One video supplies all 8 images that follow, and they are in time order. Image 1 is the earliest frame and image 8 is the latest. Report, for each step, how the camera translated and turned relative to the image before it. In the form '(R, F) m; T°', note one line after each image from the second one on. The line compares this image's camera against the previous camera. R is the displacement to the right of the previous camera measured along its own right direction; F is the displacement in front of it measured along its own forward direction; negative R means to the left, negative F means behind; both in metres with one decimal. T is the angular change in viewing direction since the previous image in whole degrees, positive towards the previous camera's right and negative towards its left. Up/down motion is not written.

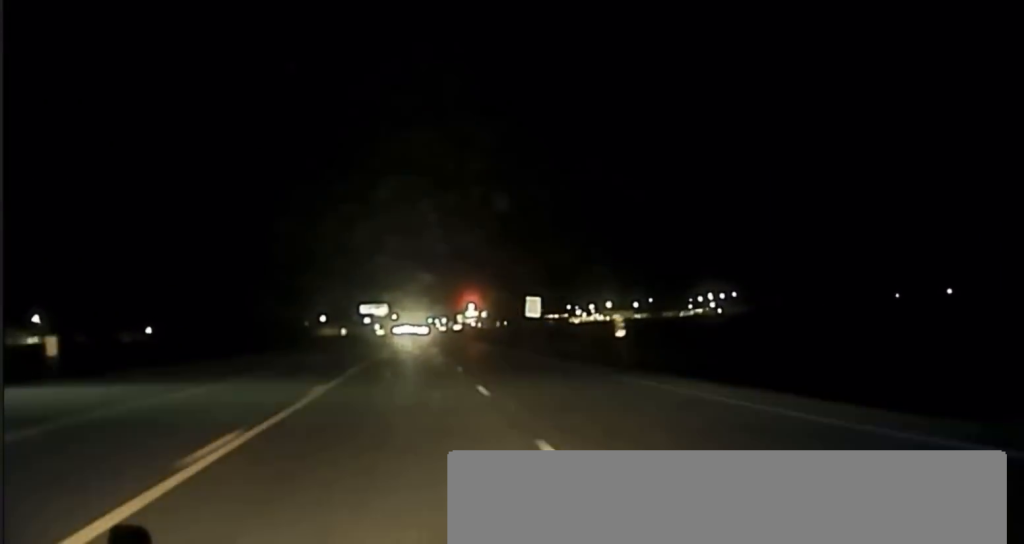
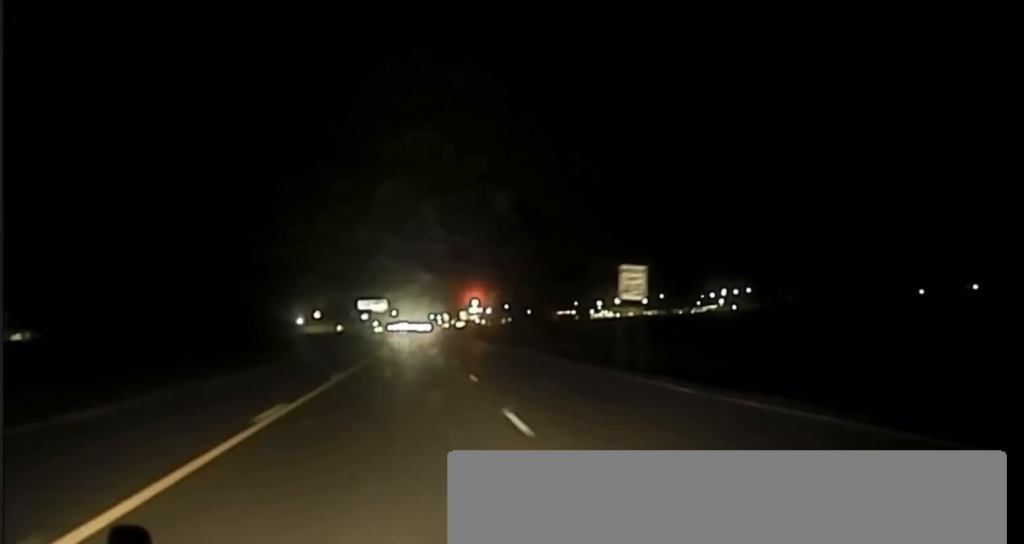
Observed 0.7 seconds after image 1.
(0.0, +32.4) m; 0°
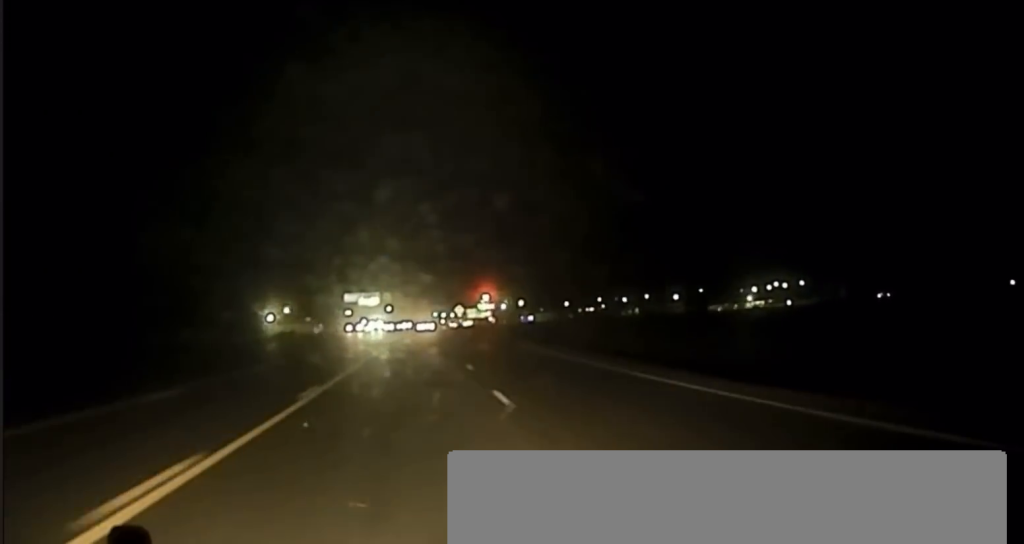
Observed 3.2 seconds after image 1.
(0.0, +114.6) m; 0°
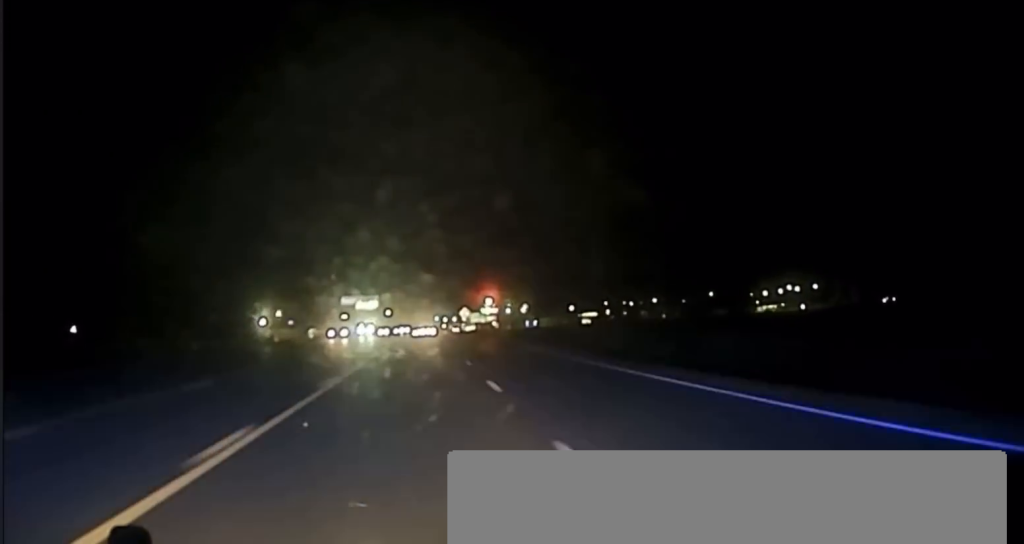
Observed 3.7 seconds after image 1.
(0.0, +21.4) m; 0°
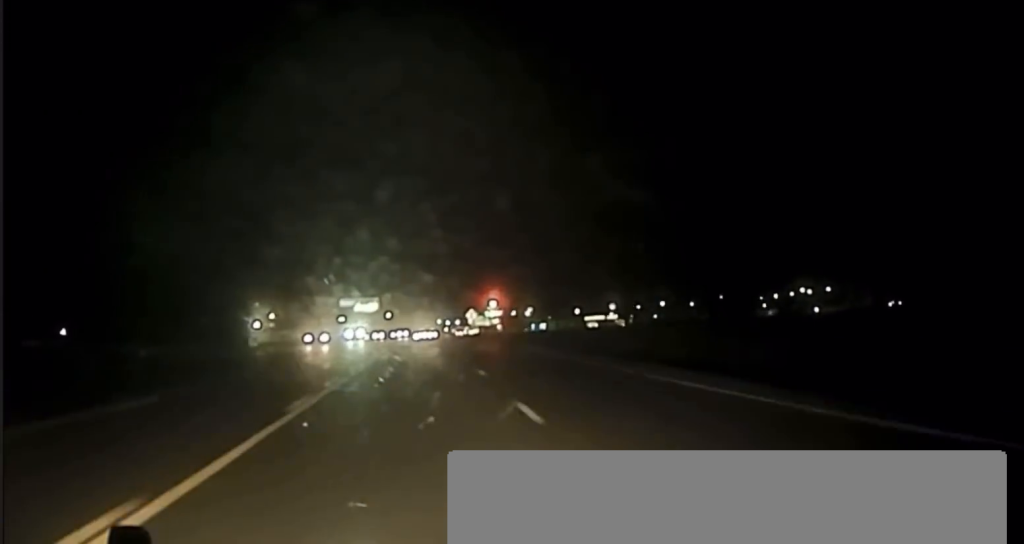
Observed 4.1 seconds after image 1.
(0.0, +16.1) m; 0°
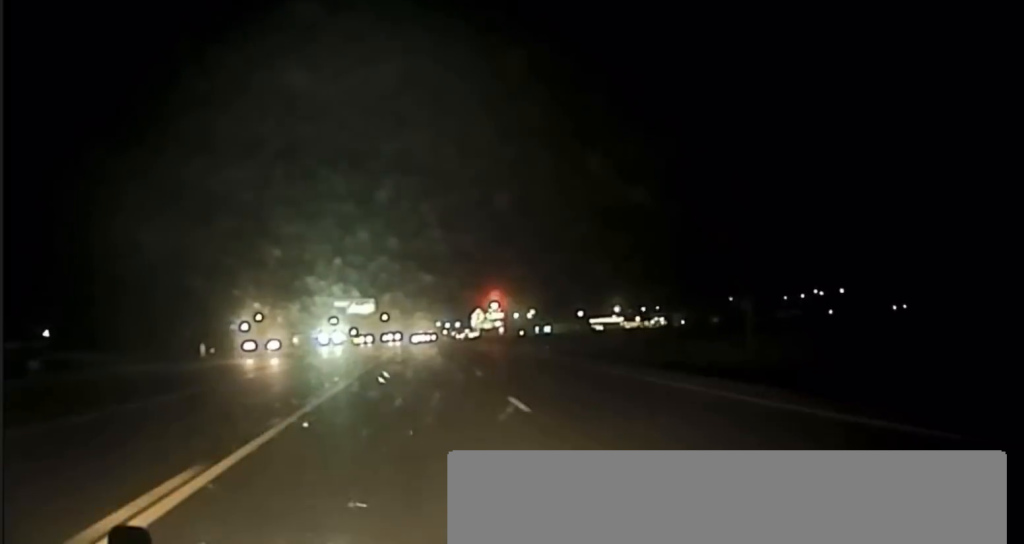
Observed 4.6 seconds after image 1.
(0.0, +19.8) m; 0°
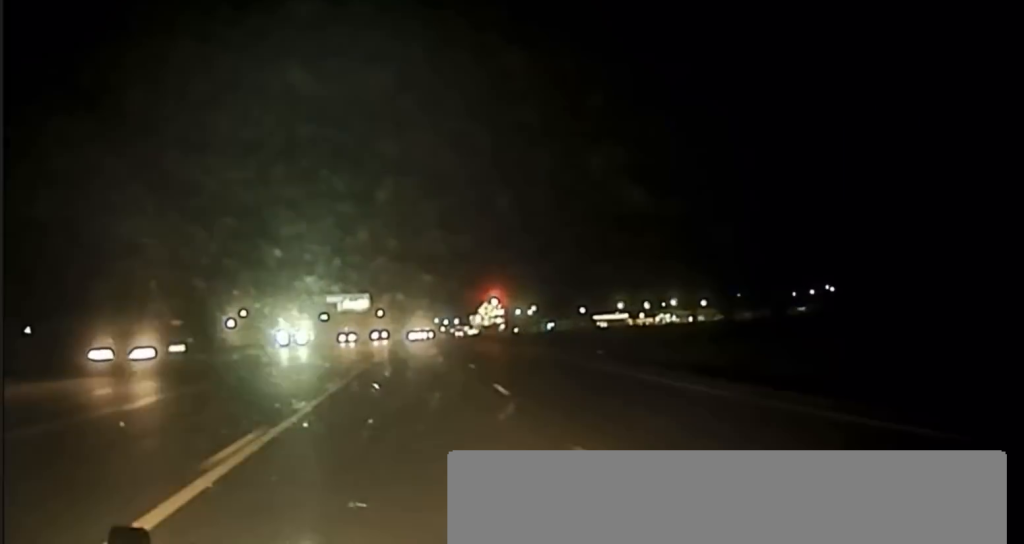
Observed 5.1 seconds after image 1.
(+0.1, +18.4) m; 0°
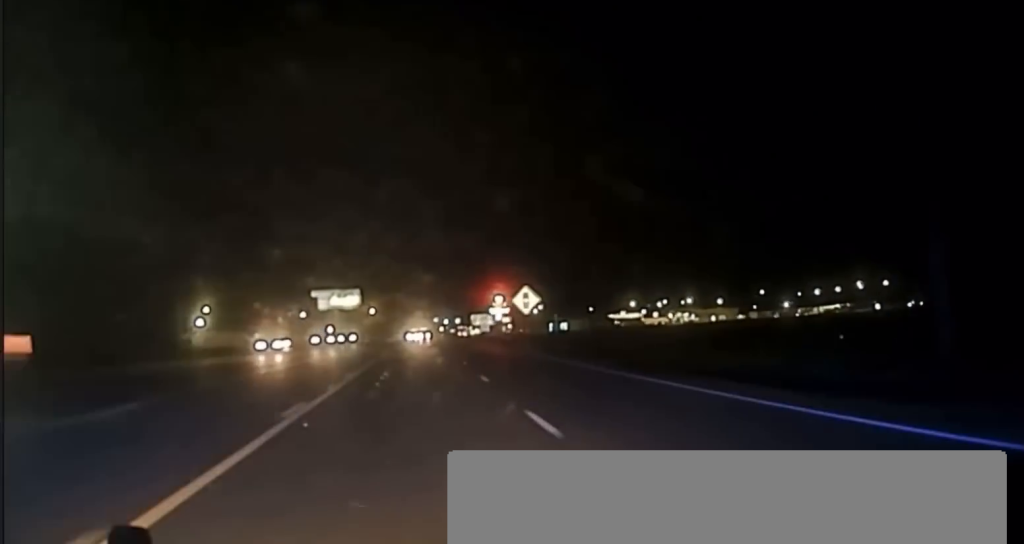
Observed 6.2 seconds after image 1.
(+0.3, +40.3) m; 0°
